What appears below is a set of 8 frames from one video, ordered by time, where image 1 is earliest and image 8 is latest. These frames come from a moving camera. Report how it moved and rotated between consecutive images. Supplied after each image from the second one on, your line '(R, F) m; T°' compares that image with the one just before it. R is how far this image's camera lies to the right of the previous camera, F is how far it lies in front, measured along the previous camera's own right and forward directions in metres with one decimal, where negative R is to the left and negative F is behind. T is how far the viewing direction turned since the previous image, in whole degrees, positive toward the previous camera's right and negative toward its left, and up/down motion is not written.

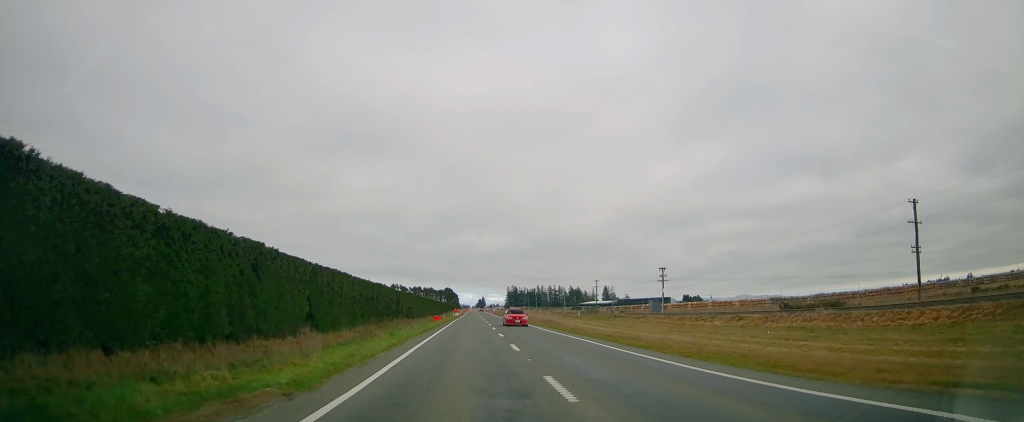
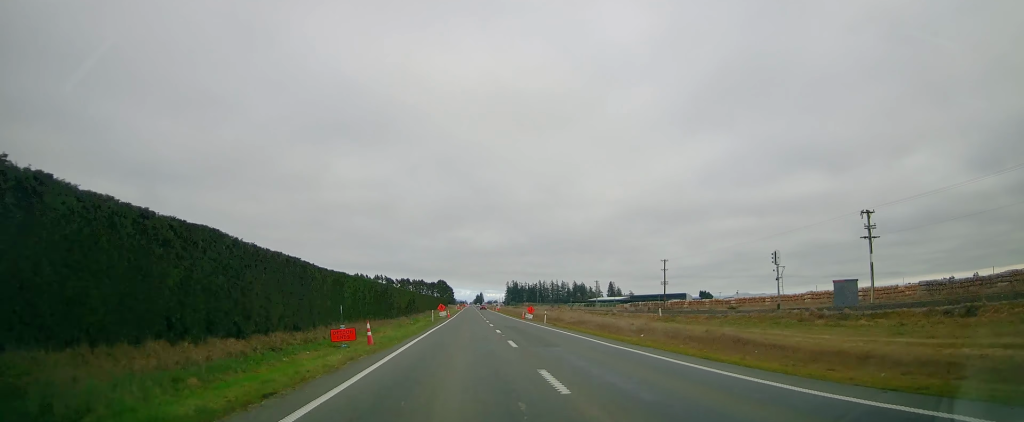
(-0.3, +49.3) m; 0°
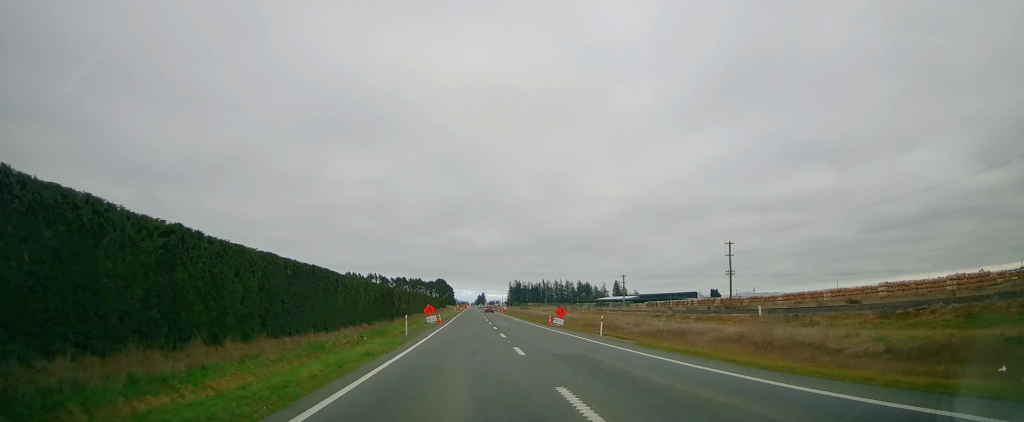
(+0.3, +22.5) m; 0°
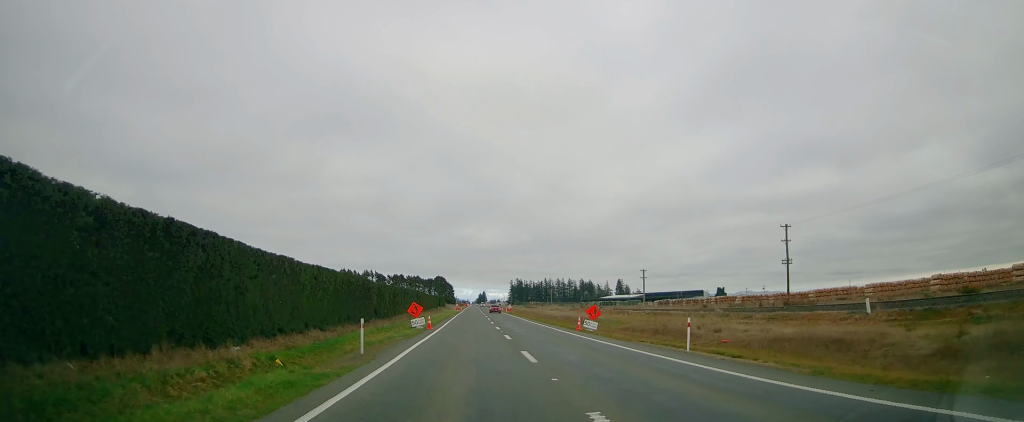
(0.0, +12.6) m; 0°
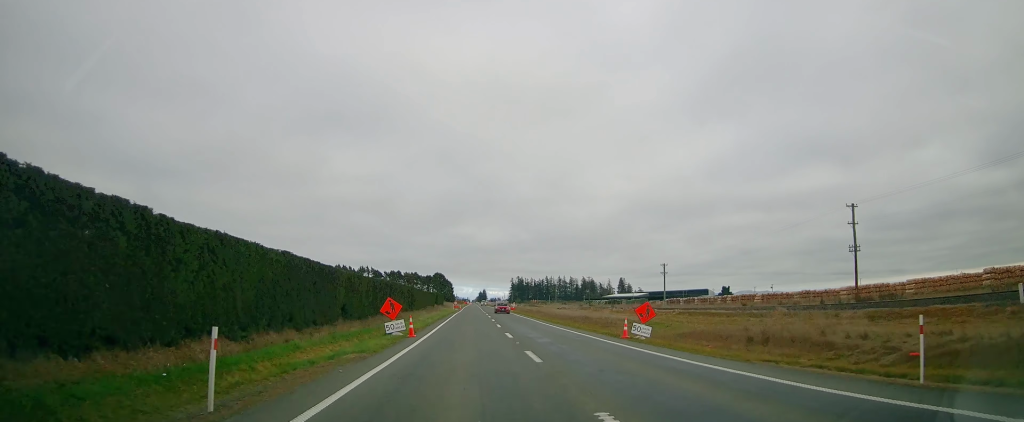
(-0.1, +10.9) m; 0°
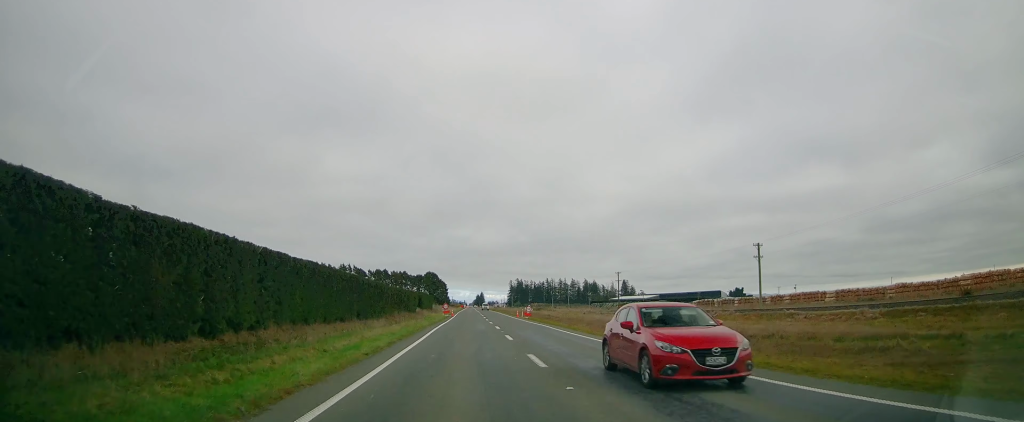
(+0.1, +31.6) m; 0°
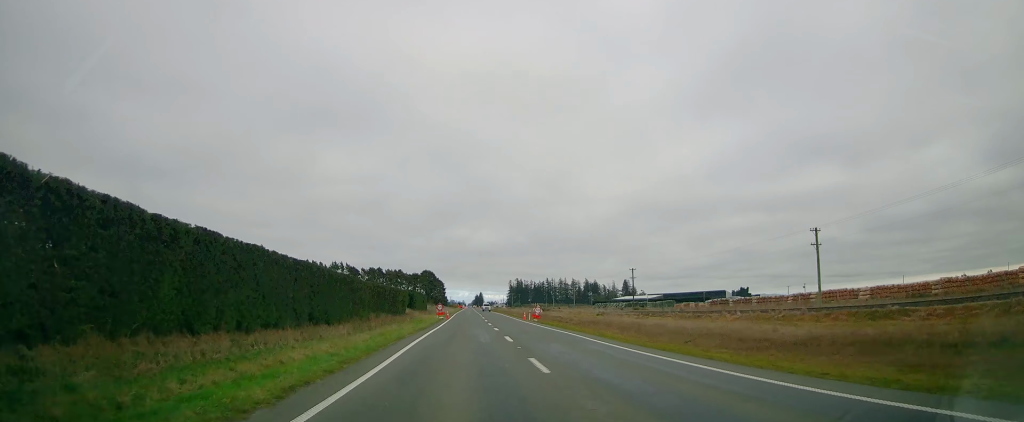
(-0.1, +11.1) m; 0°
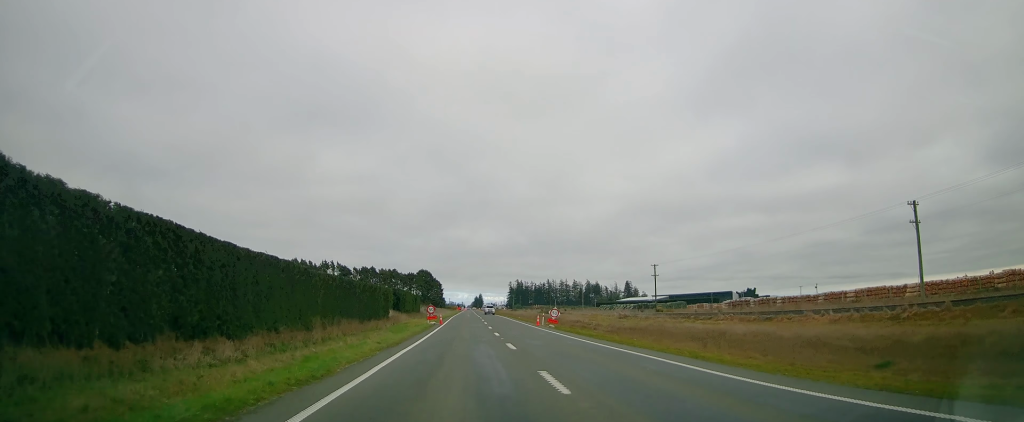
(0.0, +13.1) m; 0°
